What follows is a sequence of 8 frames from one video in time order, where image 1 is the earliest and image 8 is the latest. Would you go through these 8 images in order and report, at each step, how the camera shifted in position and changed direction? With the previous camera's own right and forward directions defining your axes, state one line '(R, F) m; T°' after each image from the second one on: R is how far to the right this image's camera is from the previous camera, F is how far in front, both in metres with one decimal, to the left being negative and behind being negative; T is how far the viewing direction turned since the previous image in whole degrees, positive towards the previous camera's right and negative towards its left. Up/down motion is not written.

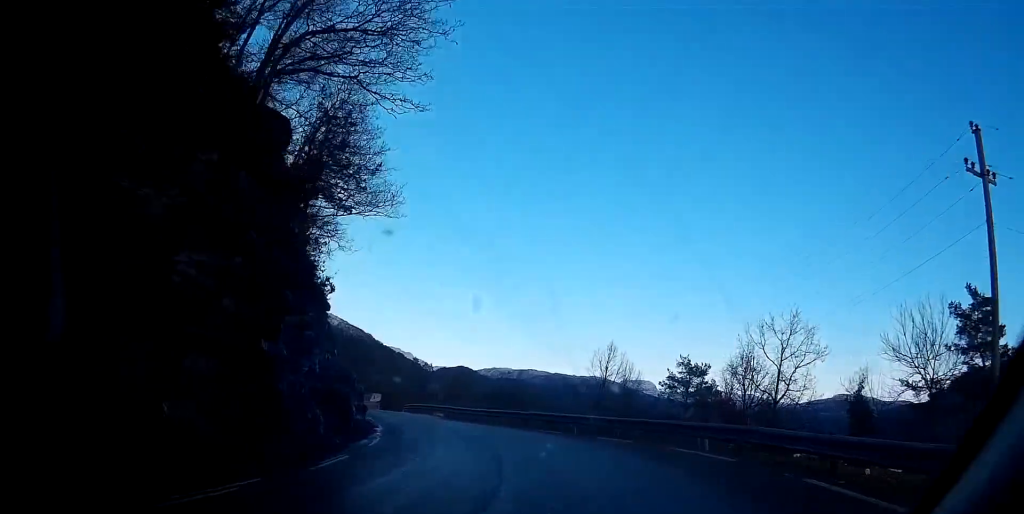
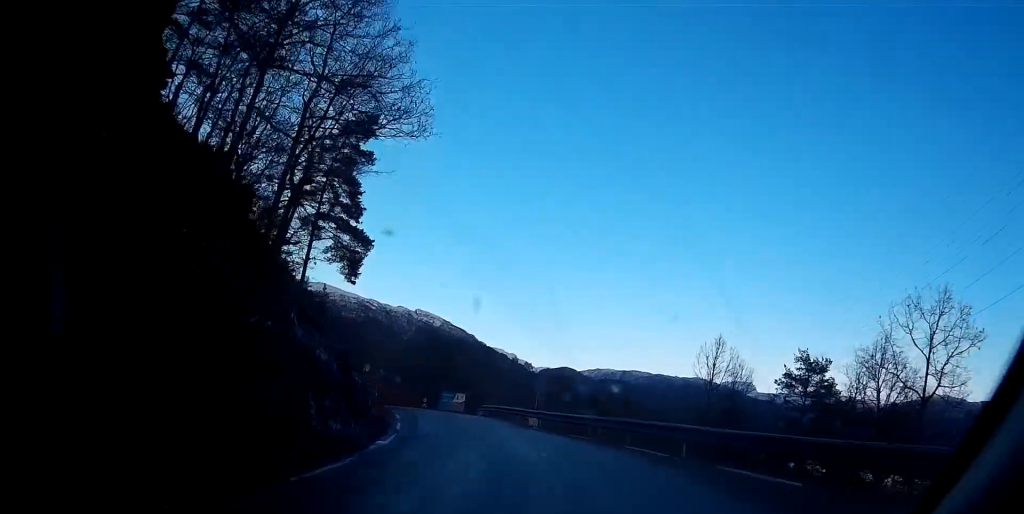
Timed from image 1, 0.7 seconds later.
(-0.8, +10.4) m; -19°
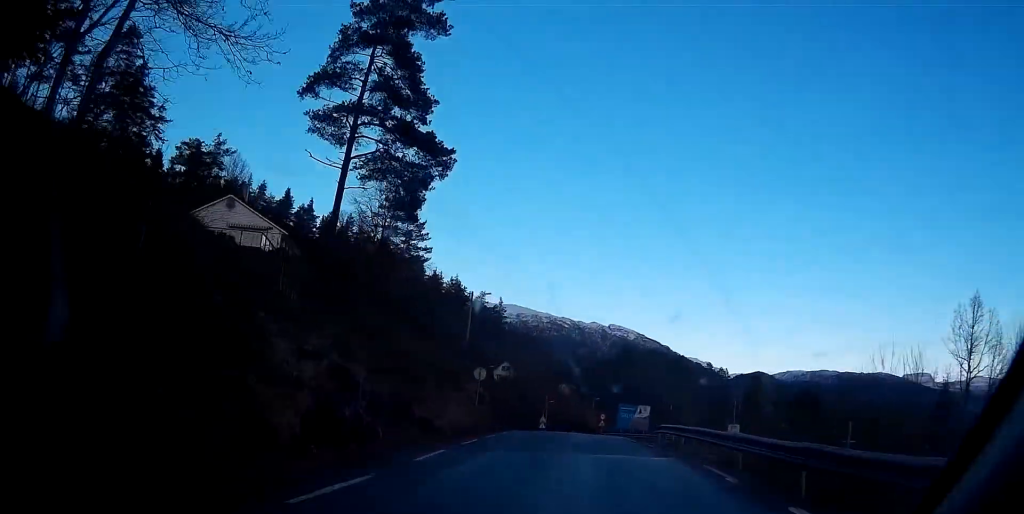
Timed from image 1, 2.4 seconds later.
(-7.0, +25.8) m; -13°
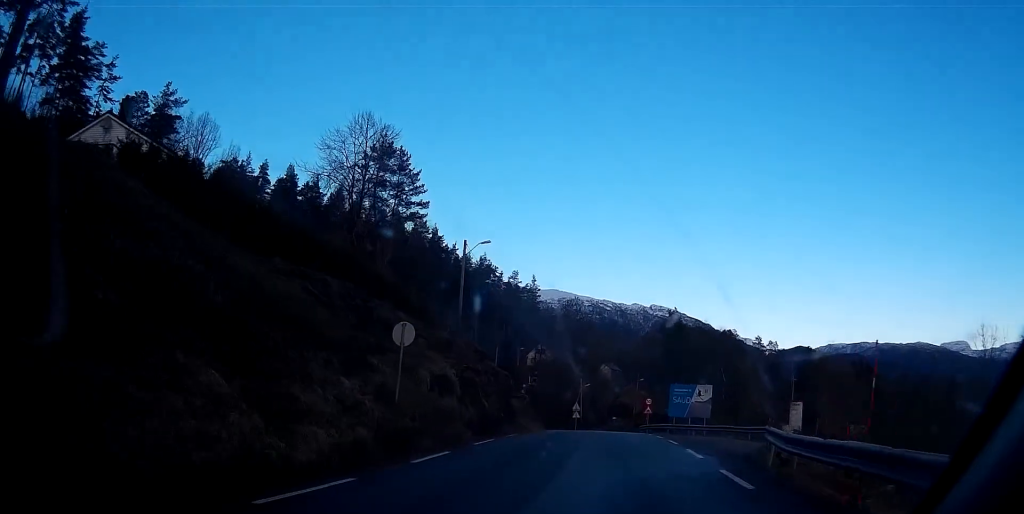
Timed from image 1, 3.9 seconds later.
(+2.0, +21.7) m; +10°
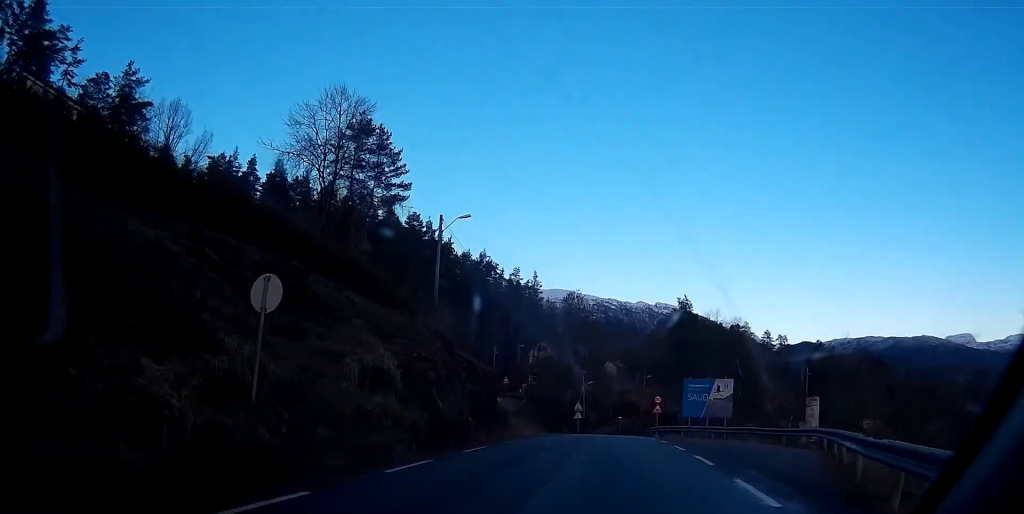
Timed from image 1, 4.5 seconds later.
(+0.2, +8.1) m; +1°
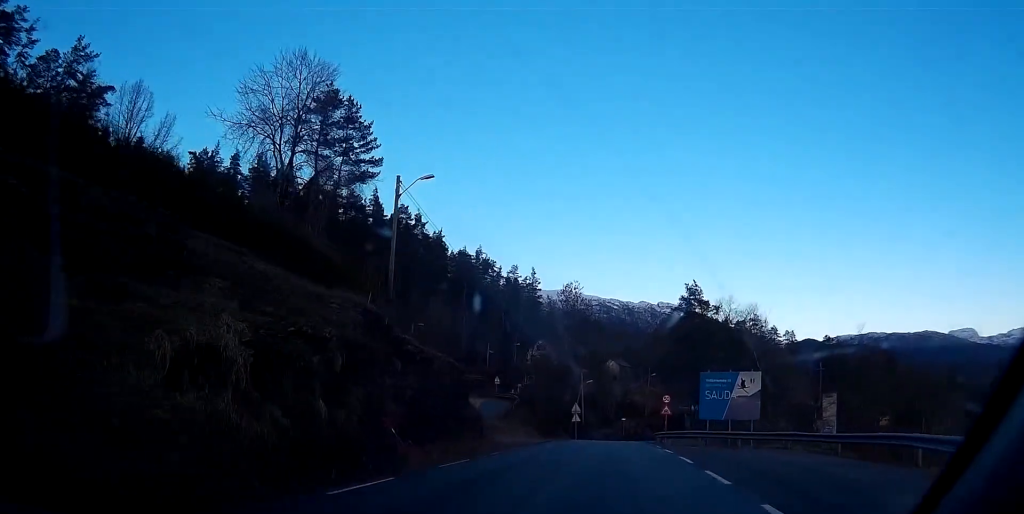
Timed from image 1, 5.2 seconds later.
(+0.1, +8.7) m; 0°
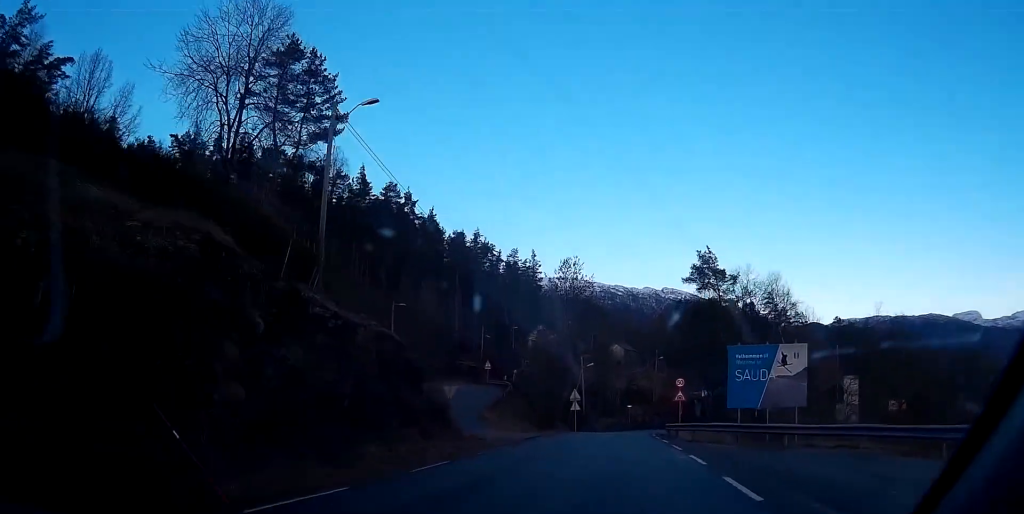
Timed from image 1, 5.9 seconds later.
(0.0, +8.5) m; 0°
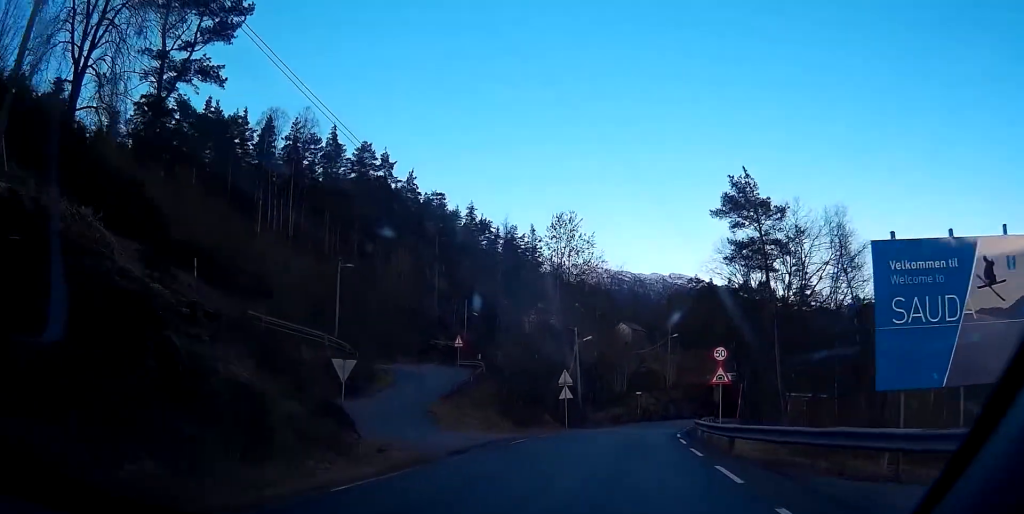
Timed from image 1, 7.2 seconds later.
(-0.2, +15.6) m; -1°
